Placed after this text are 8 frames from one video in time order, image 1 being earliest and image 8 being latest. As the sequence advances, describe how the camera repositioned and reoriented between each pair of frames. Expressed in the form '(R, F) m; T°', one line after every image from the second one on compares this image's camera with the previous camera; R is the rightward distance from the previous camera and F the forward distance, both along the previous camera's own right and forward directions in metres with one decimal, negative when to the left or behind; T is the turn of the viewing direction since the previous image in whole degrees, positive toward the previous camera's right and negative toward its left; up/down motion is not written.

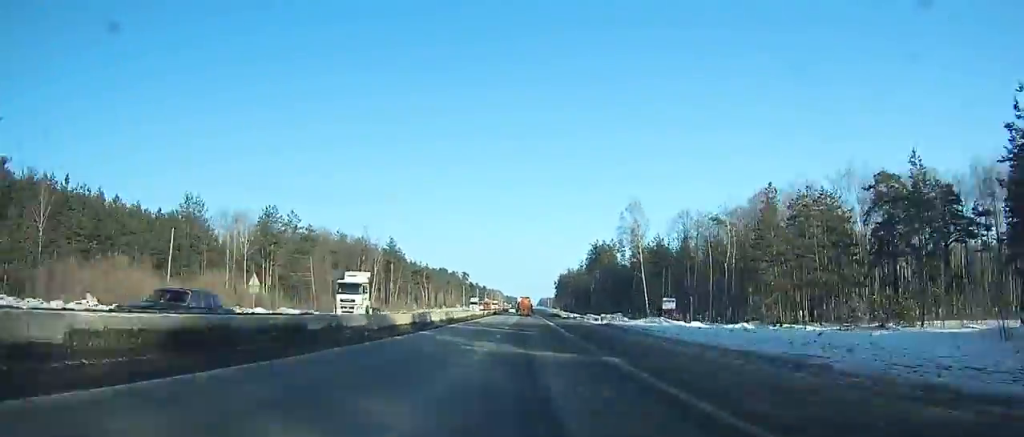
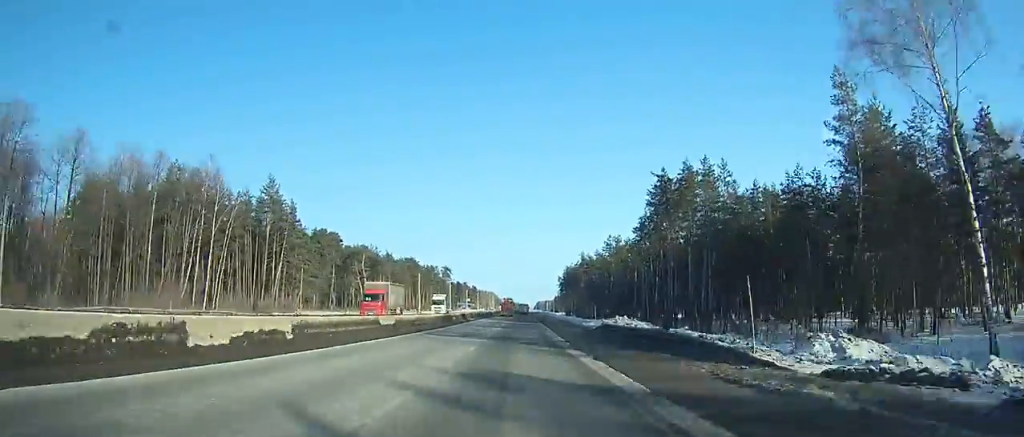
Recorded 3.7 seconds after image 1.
(-0.2, +81.0) m; 0°
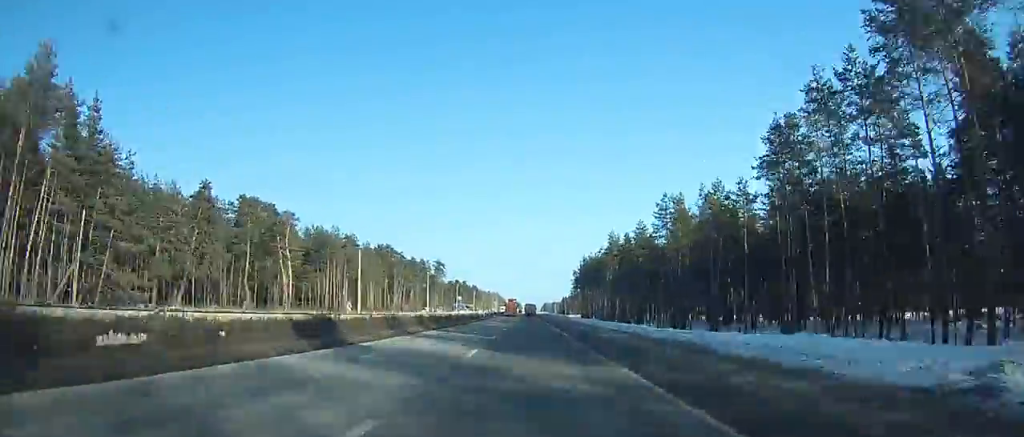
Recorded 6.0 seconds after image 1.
(-0.4, +50.6) m; 0°
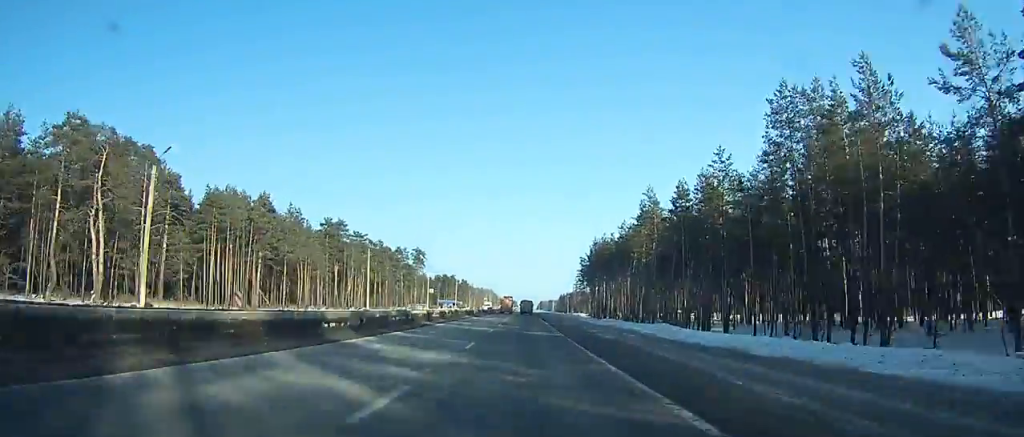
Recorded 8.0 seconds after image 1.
(+0.3, +43.9) m; 0°
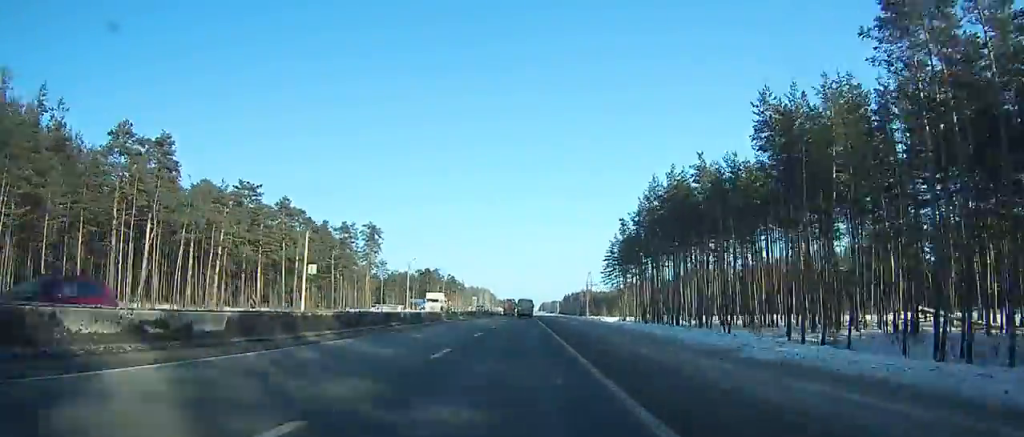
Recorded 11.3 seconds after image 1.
(+0.1, +73.0) m; 0°
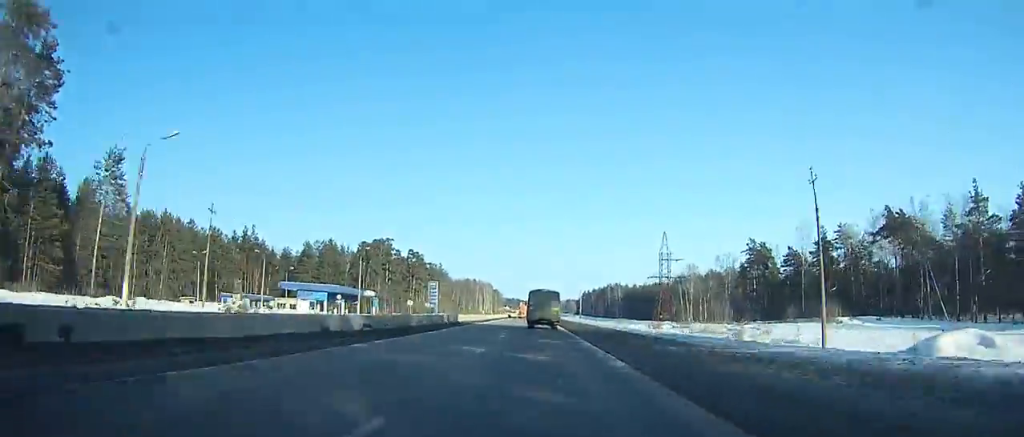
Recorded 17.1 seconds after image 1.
(-1.5, +137.0) m; -1°
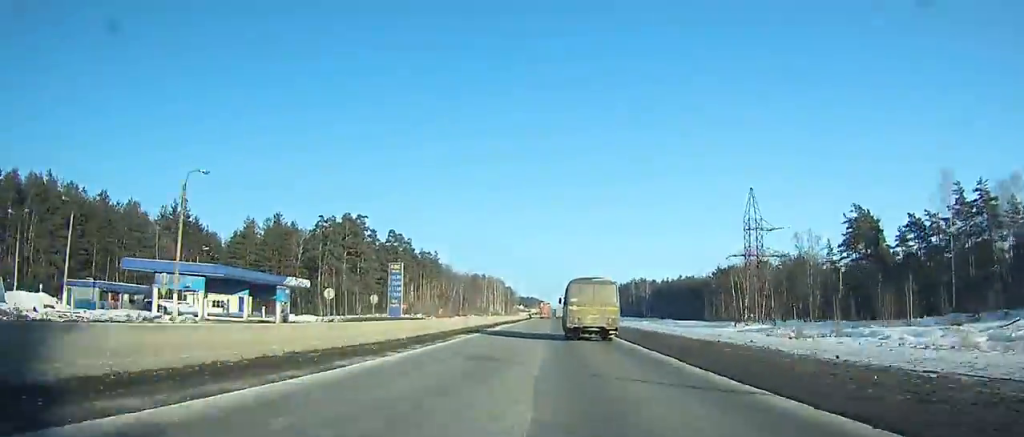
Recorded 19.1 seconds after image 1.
(-0.1, +48.1) m; 0°
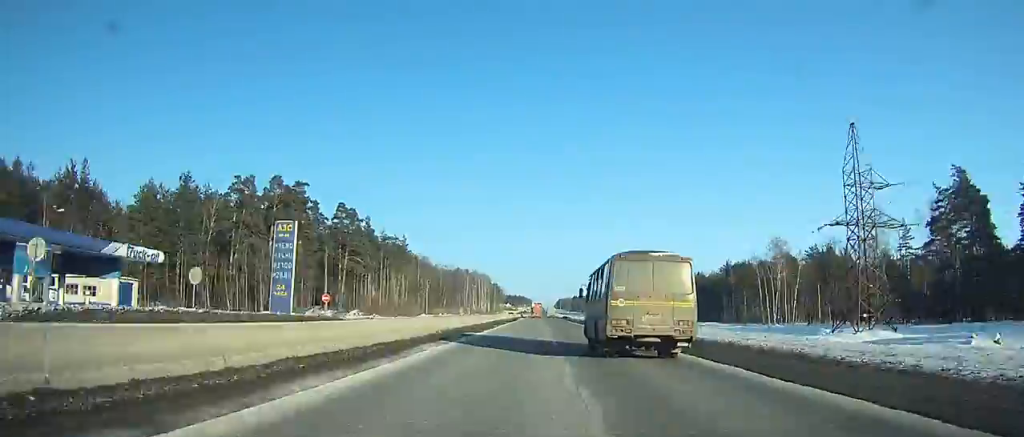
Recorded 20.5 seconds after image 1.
(-0.3, +33.5) m; +1°
